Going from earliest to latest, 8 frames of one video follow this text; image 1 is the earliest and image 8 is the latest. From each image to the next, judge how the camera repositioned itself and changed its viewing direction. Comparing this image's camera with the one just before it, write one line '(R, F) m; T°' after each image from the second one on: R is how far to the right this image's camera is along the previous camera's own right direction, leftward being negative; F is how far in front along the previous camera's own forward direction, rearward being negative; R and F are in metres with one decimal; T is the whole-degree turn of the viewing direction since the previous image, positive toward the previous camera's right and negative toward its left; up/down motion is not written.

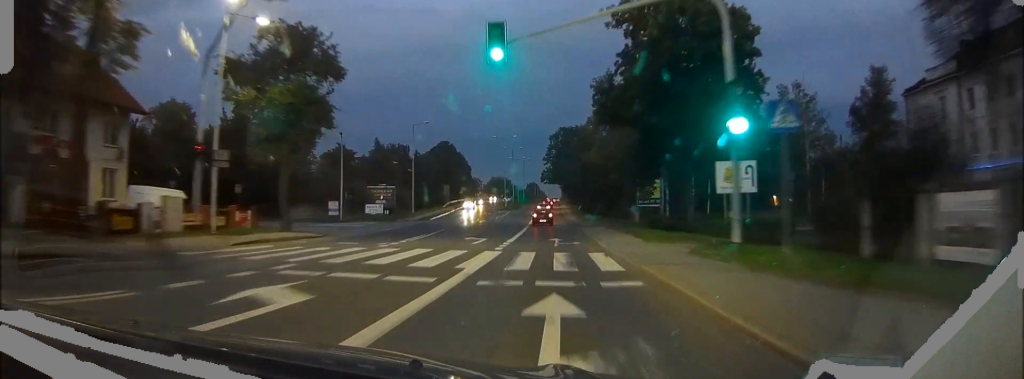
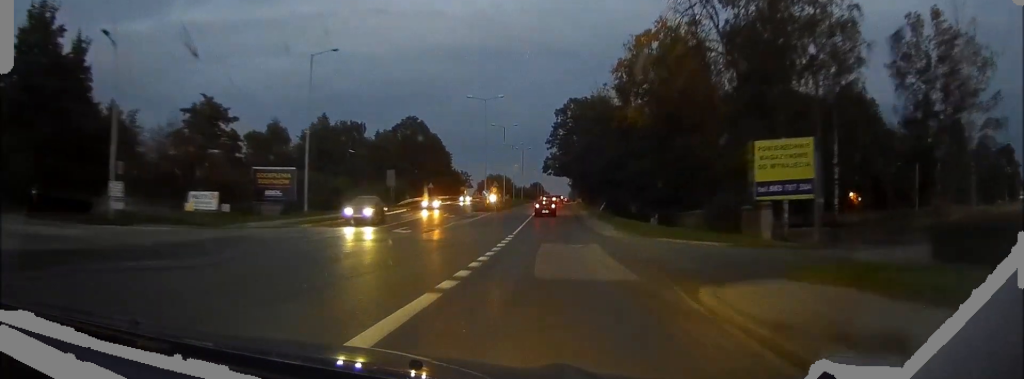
(+0.1, +40.0) m; 0°
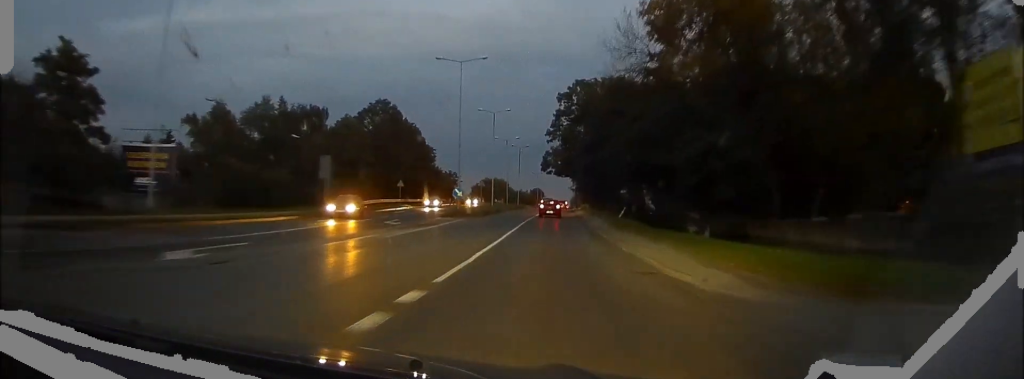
(+0.1, +20.1) m; 0°
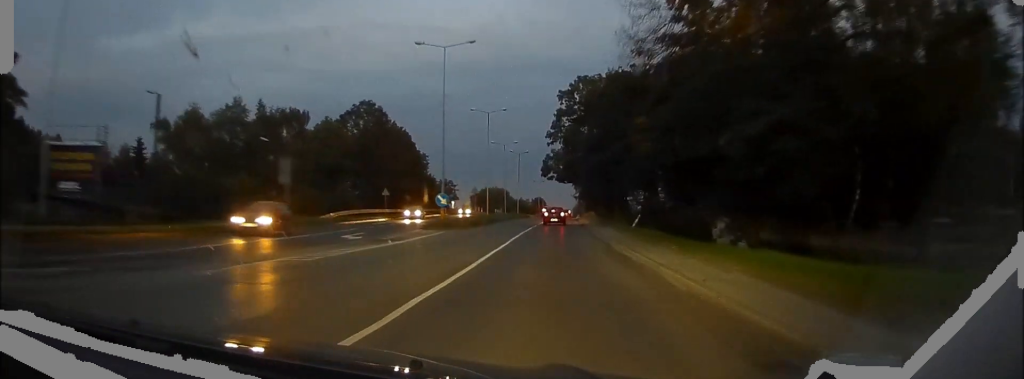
(0.0, +7.8) m; 0°
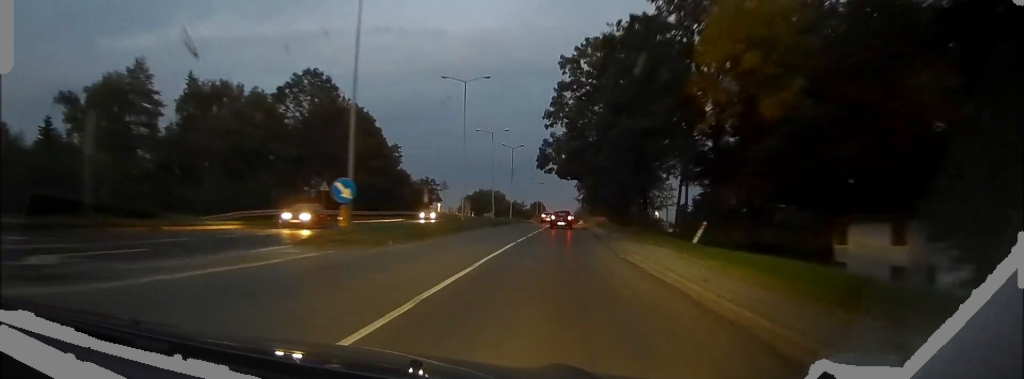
(-0.1, +19.4) m; 0°
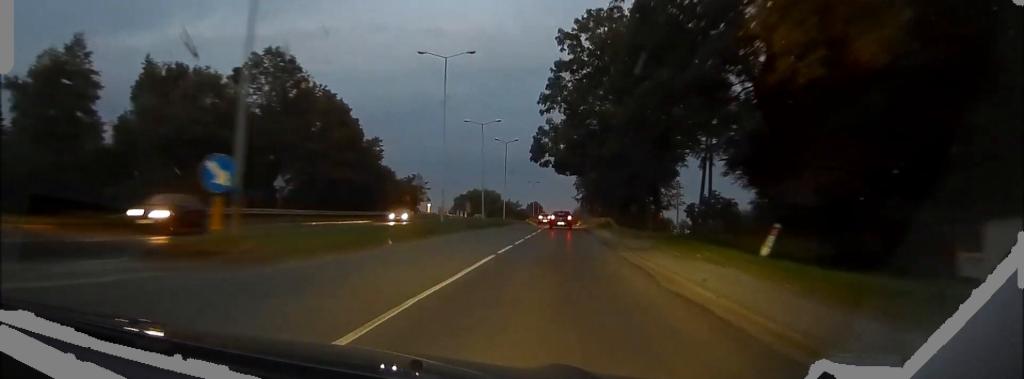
(0.0, +8.5) m; 0°
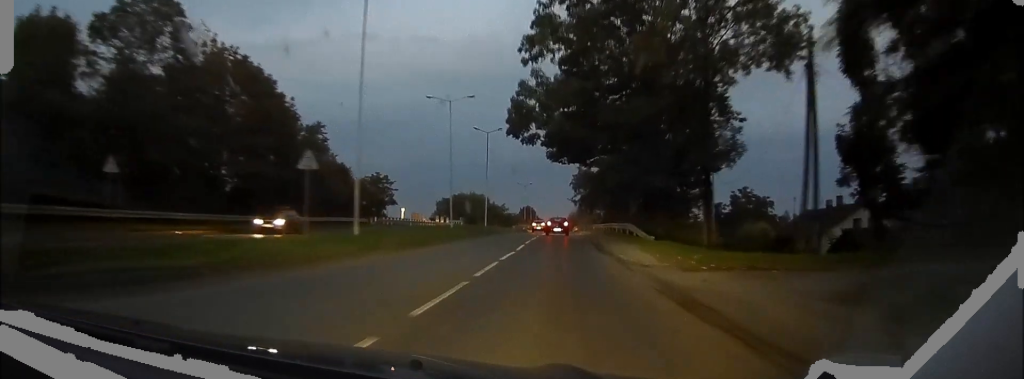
(+0.1, +18.4) m; 0°
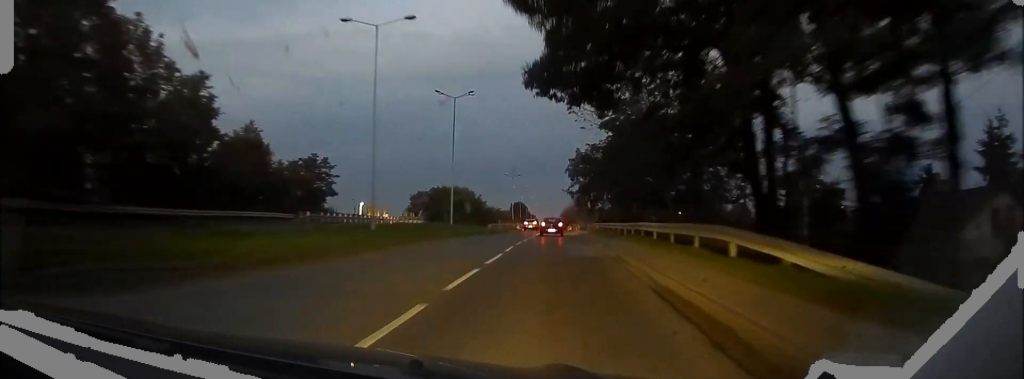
(0.0, +21.5) m; 0°
